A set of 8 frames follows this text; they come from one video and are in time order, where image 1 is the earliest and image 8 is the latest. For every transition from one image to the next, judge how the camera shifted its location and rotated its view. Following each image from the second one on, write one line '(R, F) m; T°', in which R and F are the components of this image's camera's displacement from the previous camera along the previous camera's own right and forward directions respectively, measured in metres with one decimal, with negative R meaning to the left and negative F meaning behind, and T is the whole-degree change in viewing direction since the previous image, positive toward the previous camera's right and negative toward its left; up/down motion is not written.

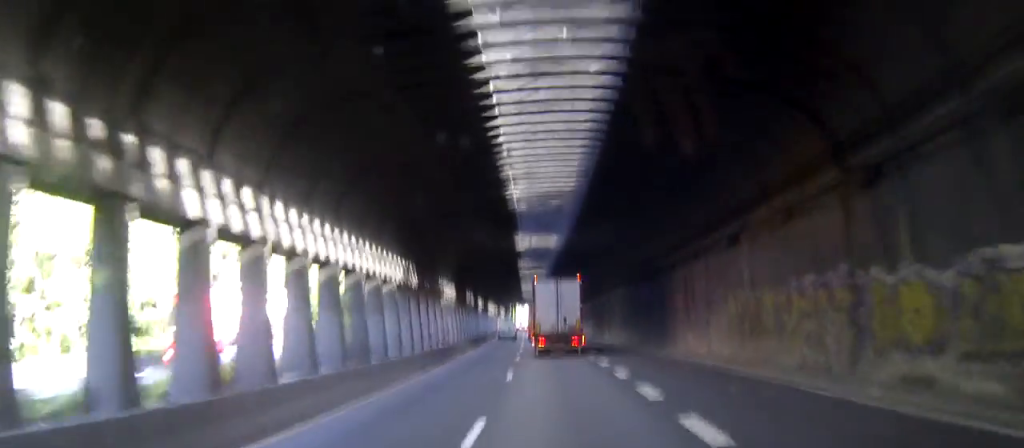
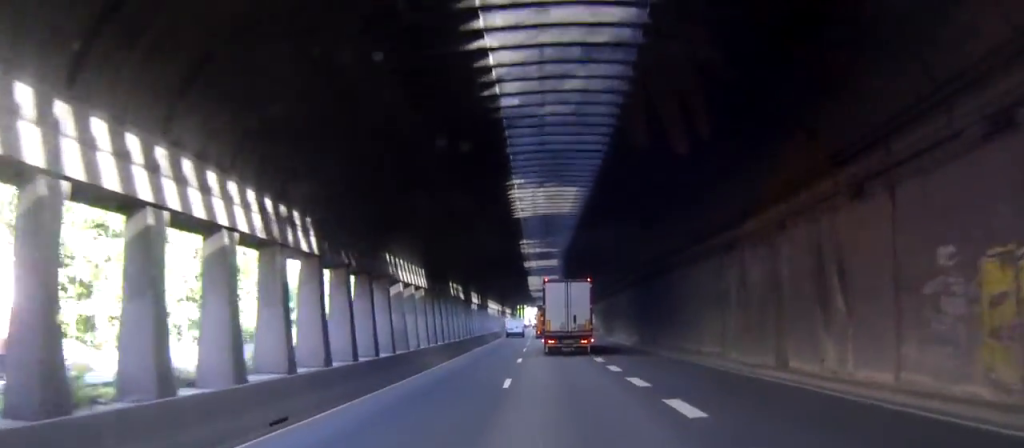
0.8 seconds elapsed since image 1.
(-0.3, +15.7) m; 0°
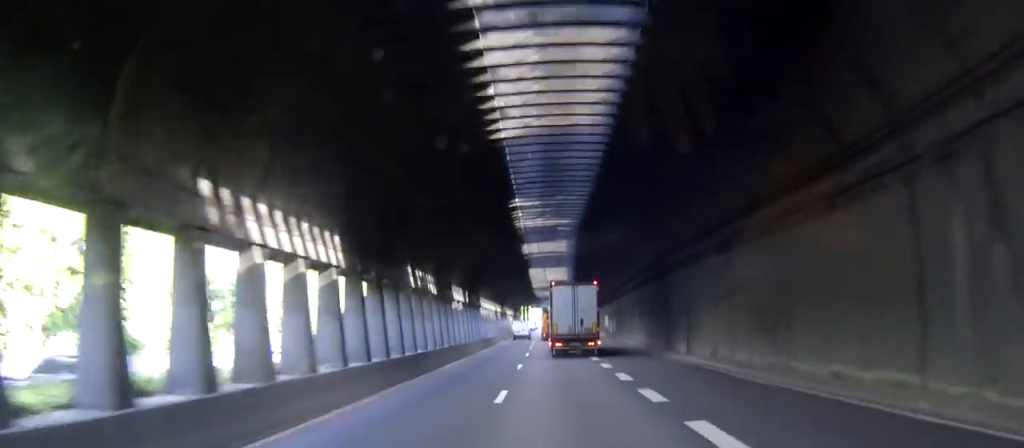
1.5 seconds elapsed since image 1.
(+0.4, +15.3) m; +1°
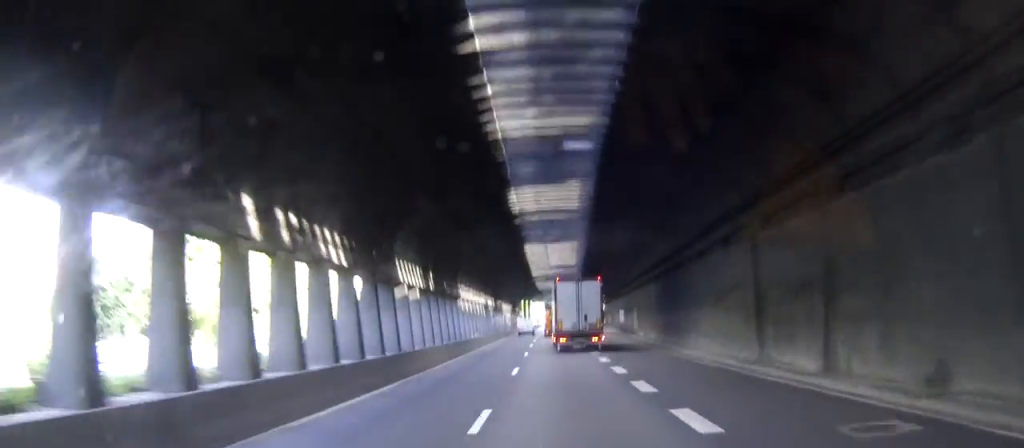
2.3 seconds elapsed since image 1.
(0.0, +17.2) m; -2°
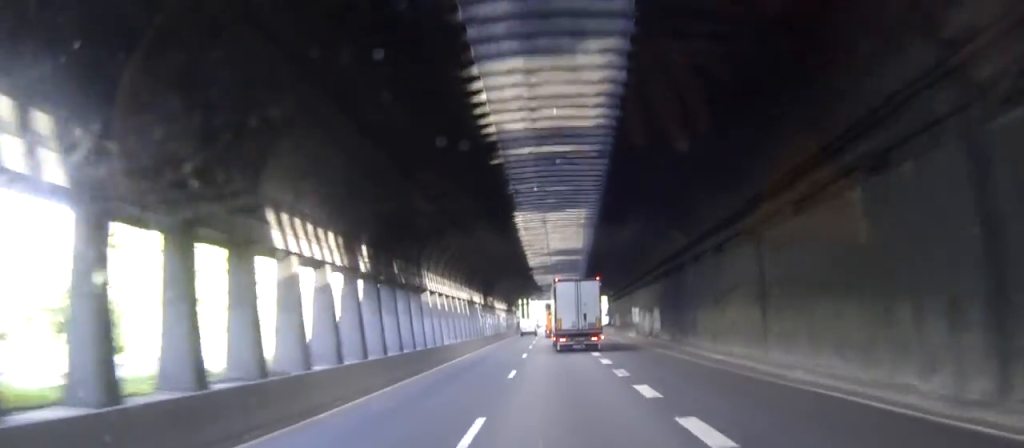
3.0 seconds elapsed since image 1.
(-0.4, +12.7) m; -1°
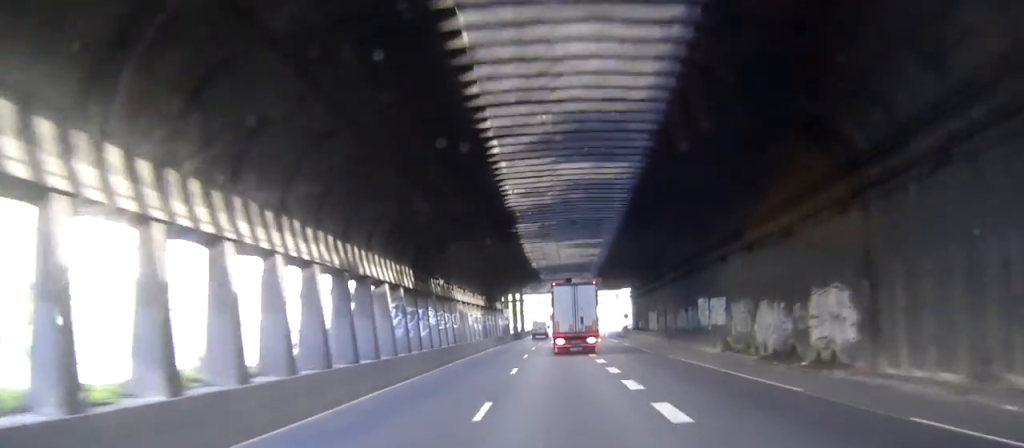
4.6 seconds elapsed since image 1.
(+0.1, +32.3) m; +3°
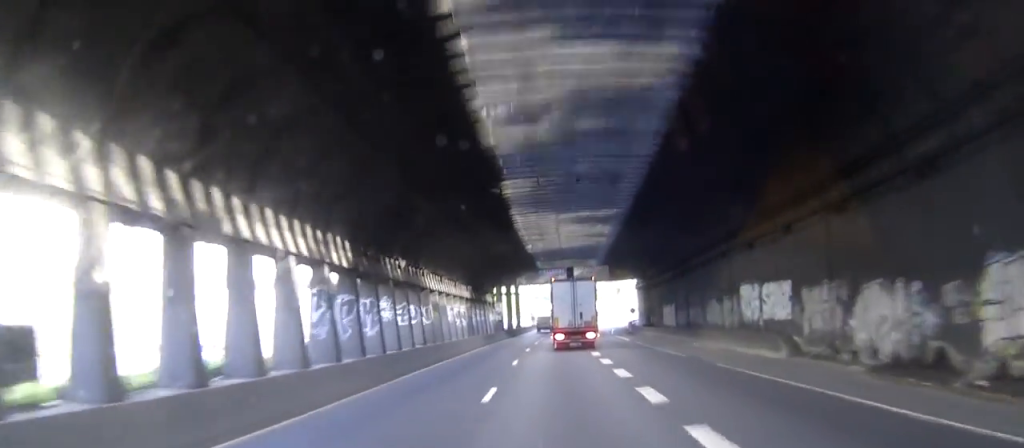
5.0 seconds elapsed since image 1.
(+0.2, +10.2) m; +1°
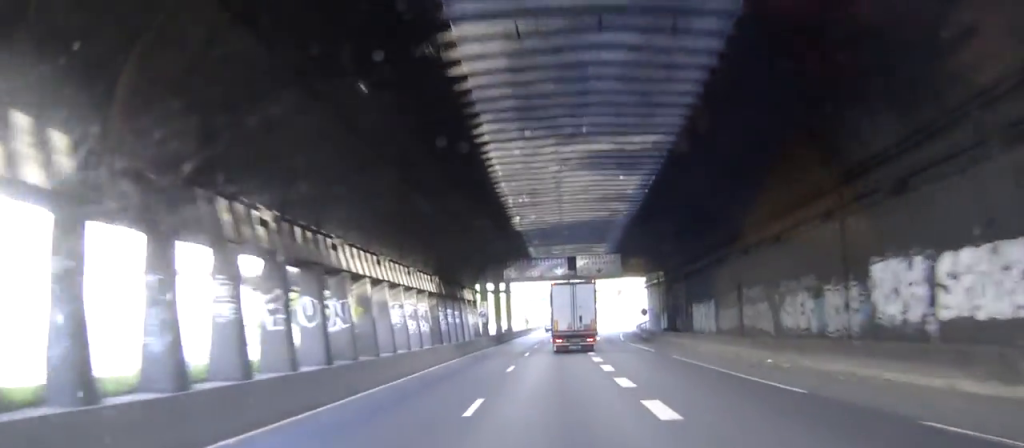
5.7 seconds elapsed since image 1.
(+0.1, +14.9) m; +1°
